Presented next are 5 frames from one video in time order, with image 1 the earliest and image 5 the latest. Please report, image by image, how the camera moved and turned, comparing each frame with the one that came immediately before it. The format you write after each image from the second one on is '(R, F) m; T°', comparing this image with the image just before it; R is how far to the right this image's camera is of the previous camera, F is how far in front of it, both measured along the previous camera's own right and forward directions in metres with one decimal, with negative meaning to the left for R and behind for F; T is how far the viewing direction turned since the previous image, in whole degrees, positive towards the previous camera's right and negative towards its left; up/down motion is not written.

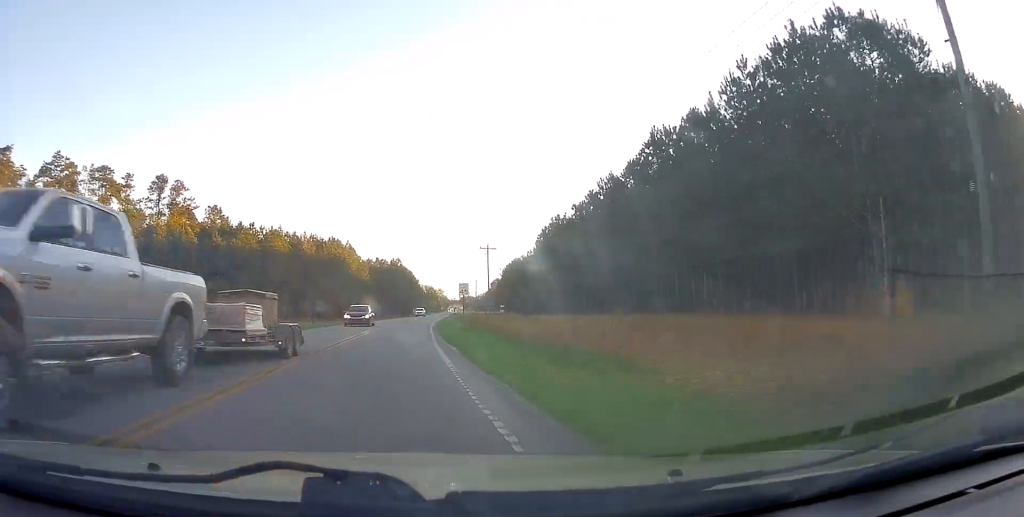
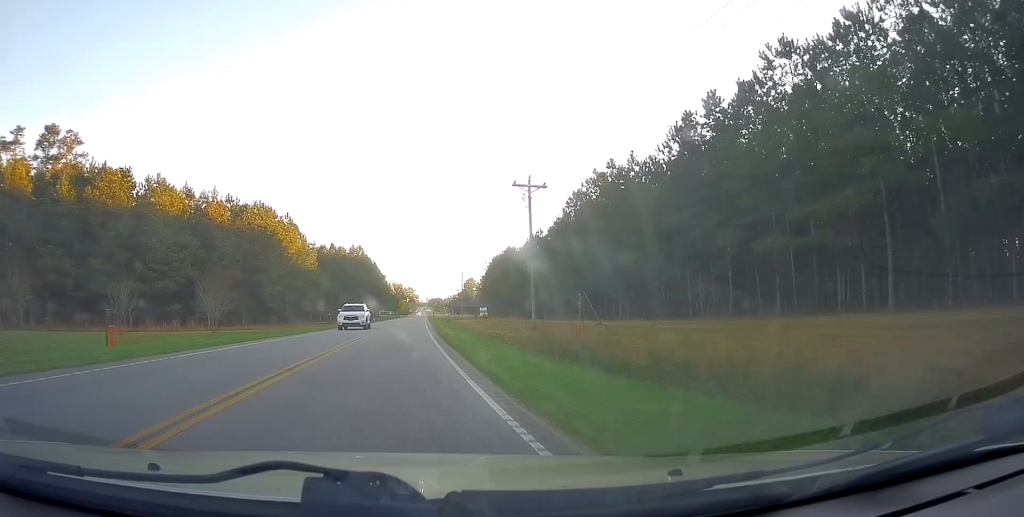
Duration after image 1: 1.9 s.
(+1.6, +40.5) m; +5°
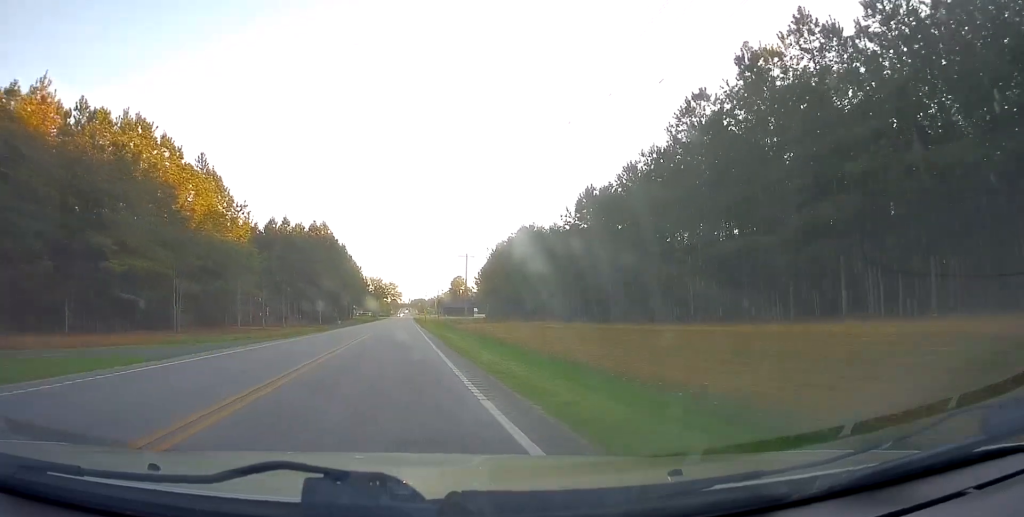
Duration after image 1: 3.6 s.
(+0.6, +37.7) m; +2°
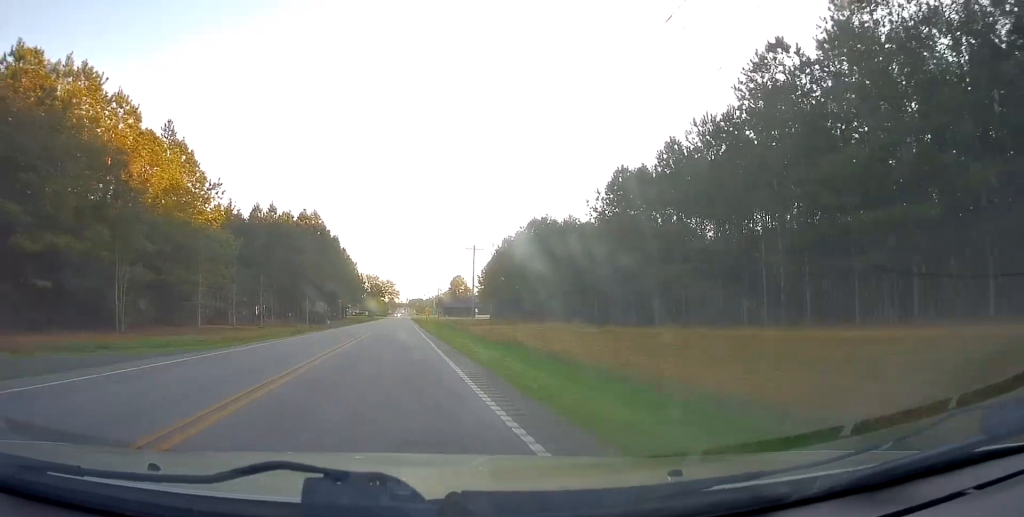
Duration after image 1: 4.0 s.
(+0.3, +10.3) m; +1°
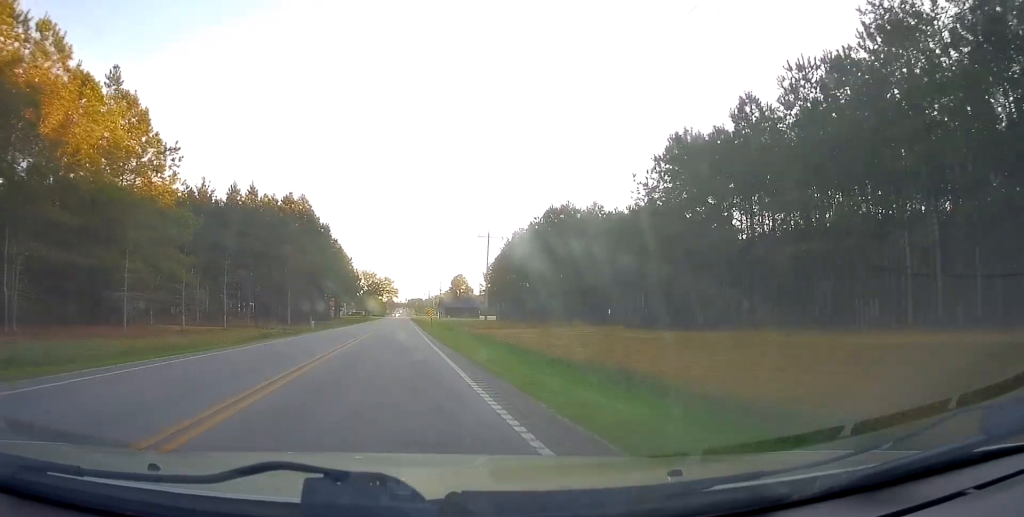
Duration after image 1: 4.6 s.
(+0.2, +12.7) m; +1°
